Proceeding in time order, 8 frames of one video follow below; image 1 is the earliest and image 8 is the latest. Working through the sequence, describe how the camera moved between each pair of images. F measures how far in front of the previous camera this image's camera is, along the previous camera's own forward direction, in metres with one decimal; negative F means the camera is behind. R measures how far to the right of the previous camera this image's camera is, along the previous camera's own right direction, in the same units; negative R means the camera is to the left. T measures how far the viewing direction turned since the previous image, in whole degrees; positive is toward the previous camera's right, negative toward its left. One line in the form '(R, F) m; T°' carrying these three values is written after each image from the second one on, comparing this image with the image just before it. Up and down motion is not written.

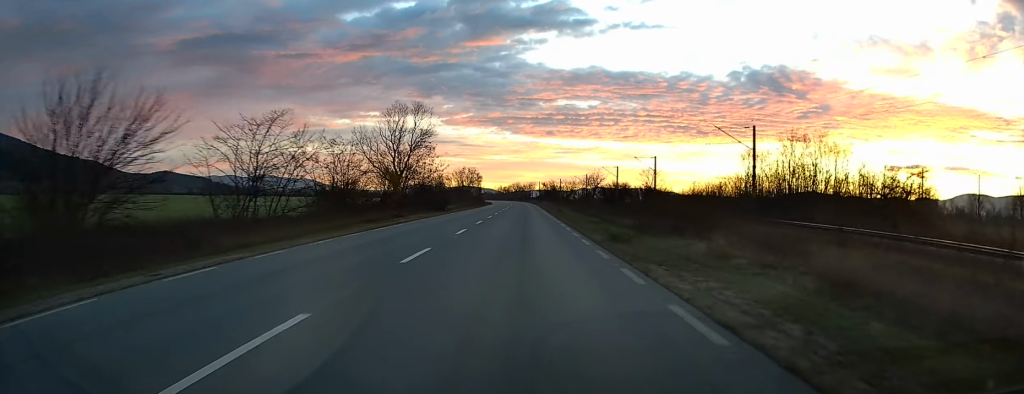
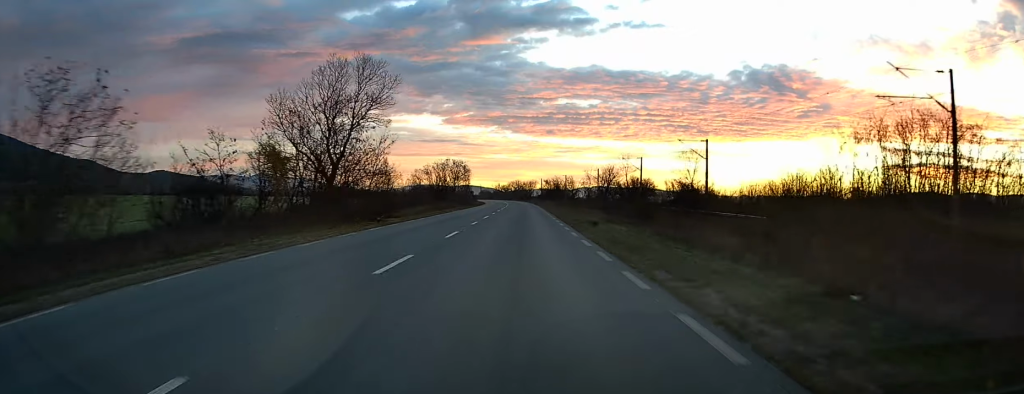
(+0.1, +29.0) m; 0°
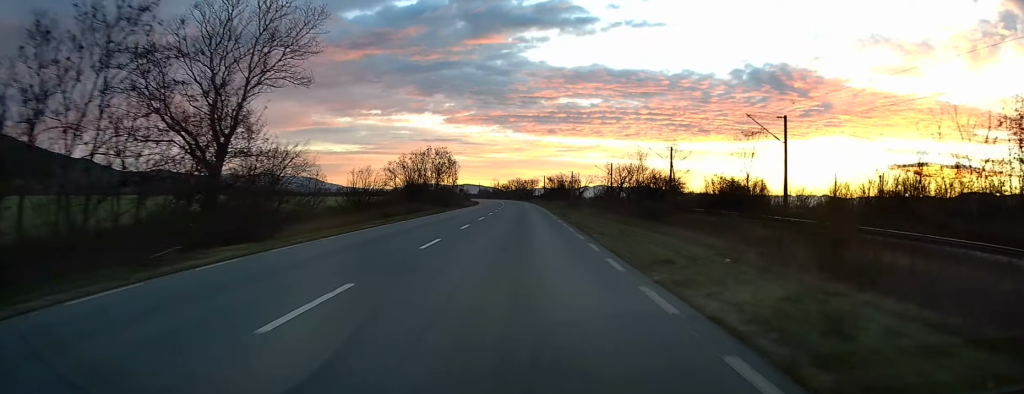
(-0.3, +22.1) m; -1°
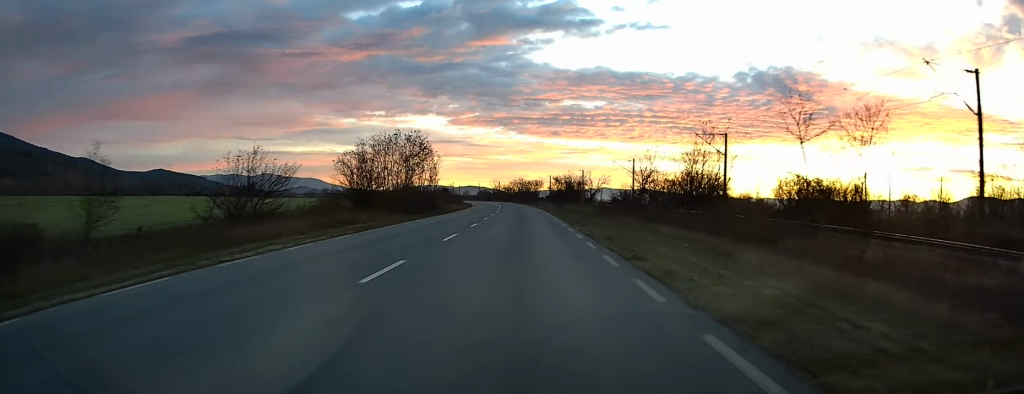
(-0.1, +23.4) m; -1°
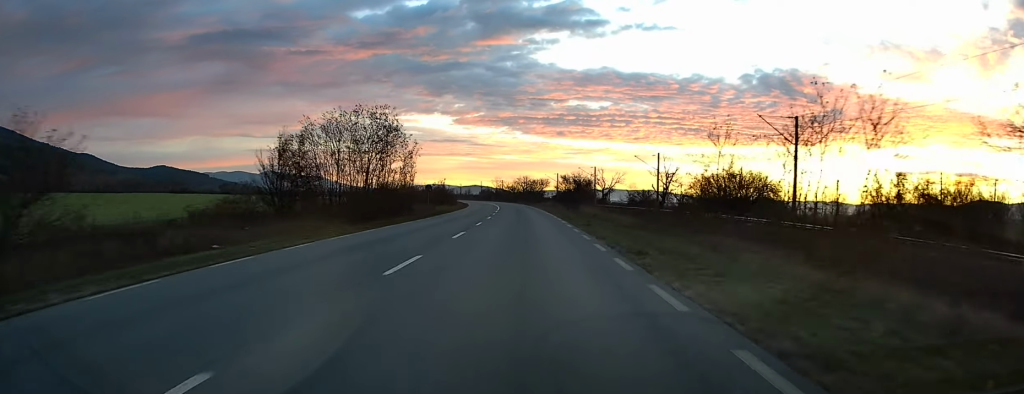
(+0.1, +16.7) m; -1°
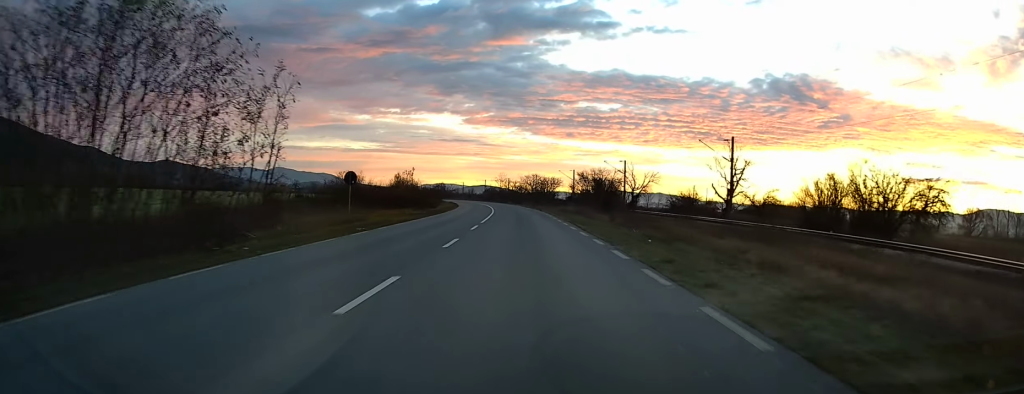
(-0.6, +30.1) m; -1°
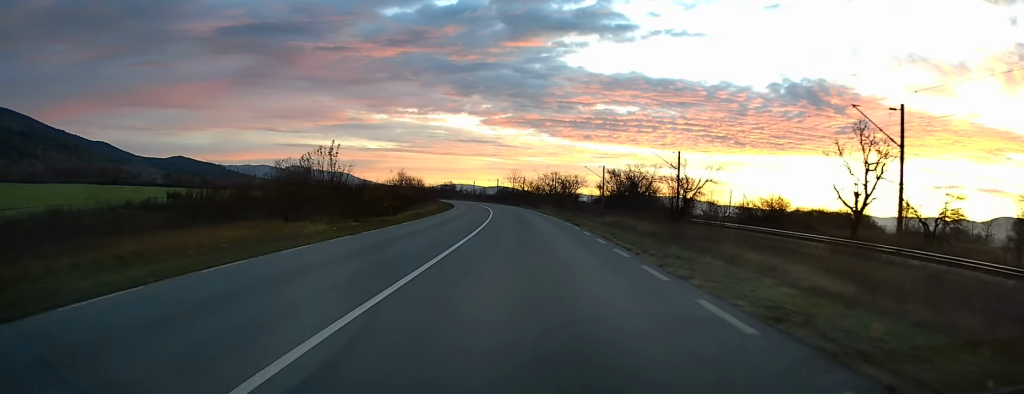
(0.0, +27.8) m; 0°
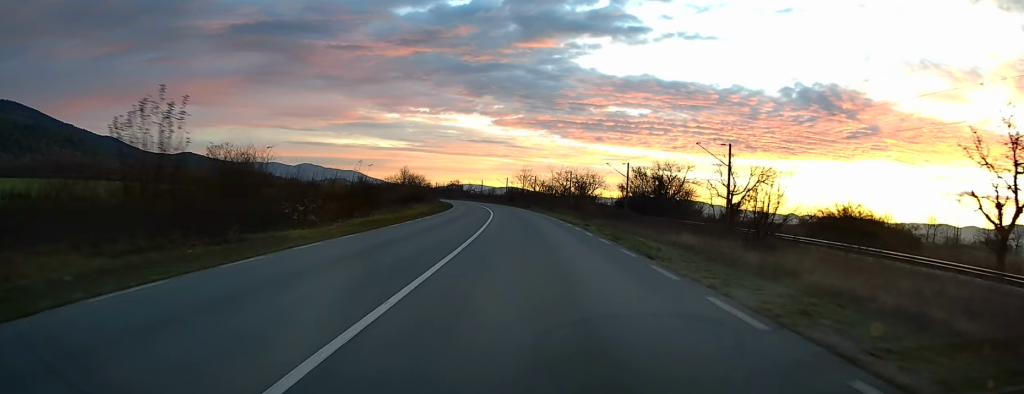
(0.0, +15.9) m; -1°
